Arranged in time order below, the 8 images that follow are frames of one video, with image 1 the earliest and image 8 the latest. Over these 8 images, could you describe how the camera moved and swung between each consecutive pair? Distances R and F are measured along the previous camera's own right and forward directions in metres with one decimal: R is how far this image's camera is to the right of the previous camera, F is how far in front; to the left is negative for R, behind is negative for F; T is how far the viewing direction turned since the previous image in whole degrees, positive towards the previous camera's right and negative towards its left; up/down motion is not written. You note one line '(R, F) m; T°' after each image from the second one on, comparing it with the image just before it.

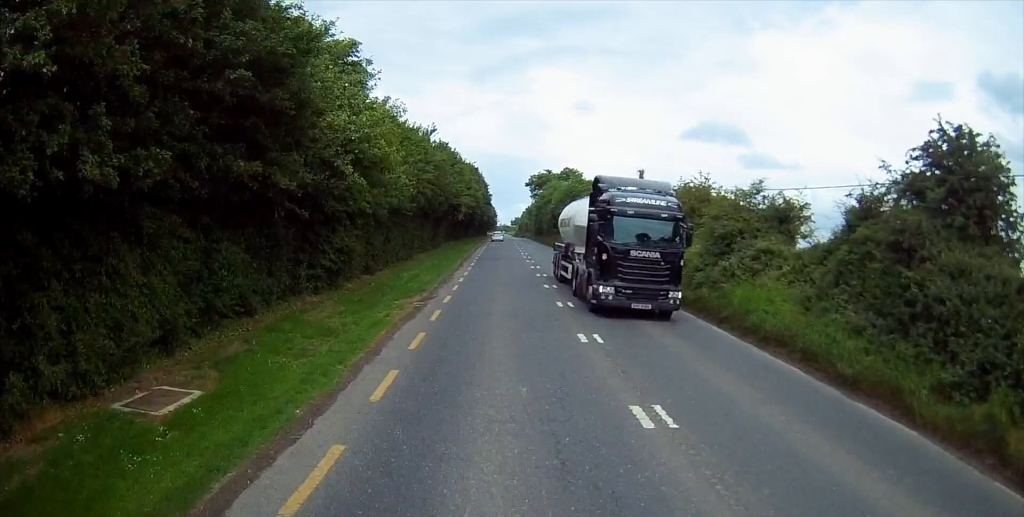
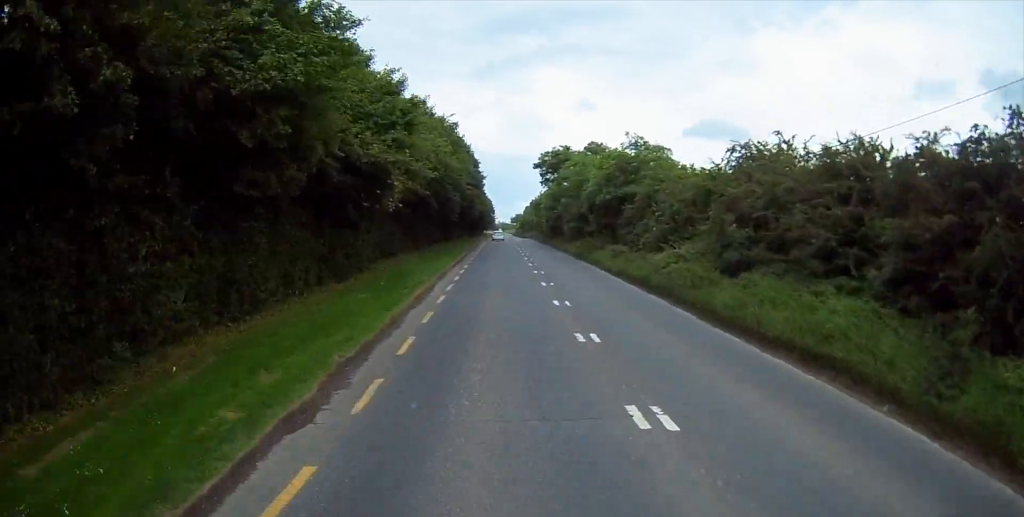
(+0.8, +34.9) m; +1°
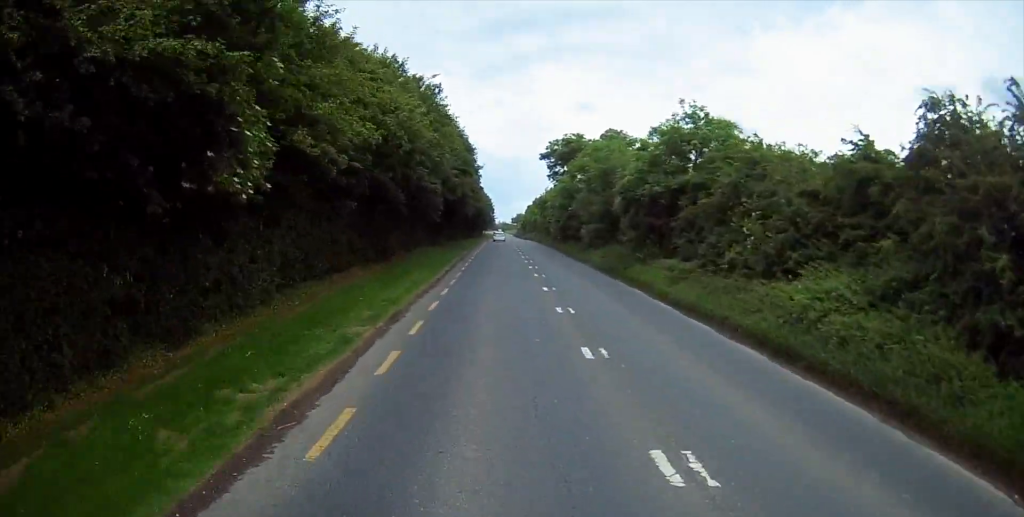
(-0.3, +13.3) m; 0°
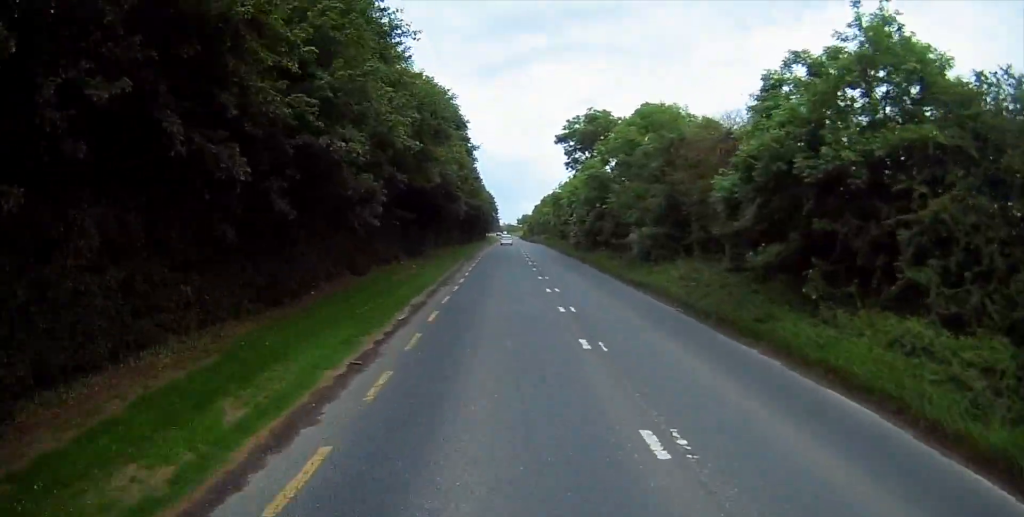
(0.0, +17.0) m; 0°
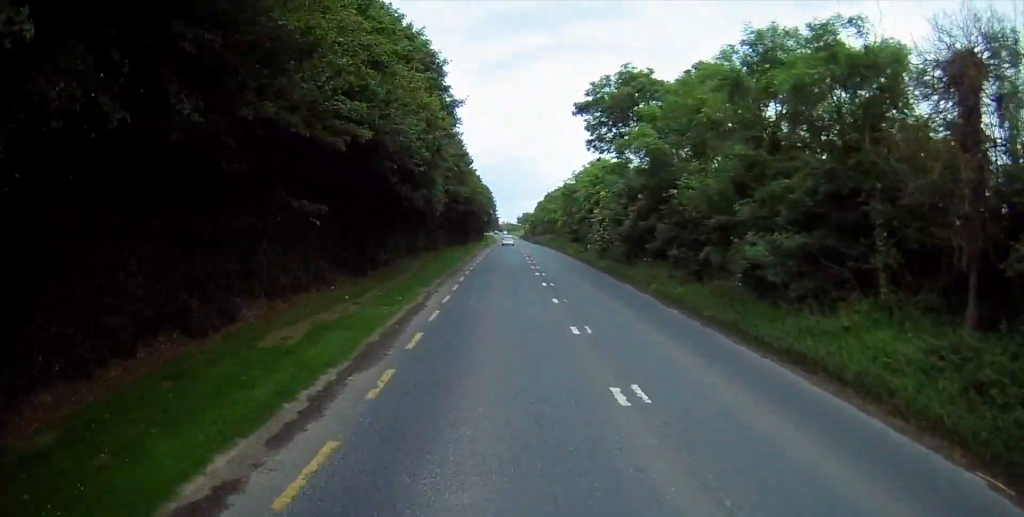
(+0.1, +15.7) m; 0°
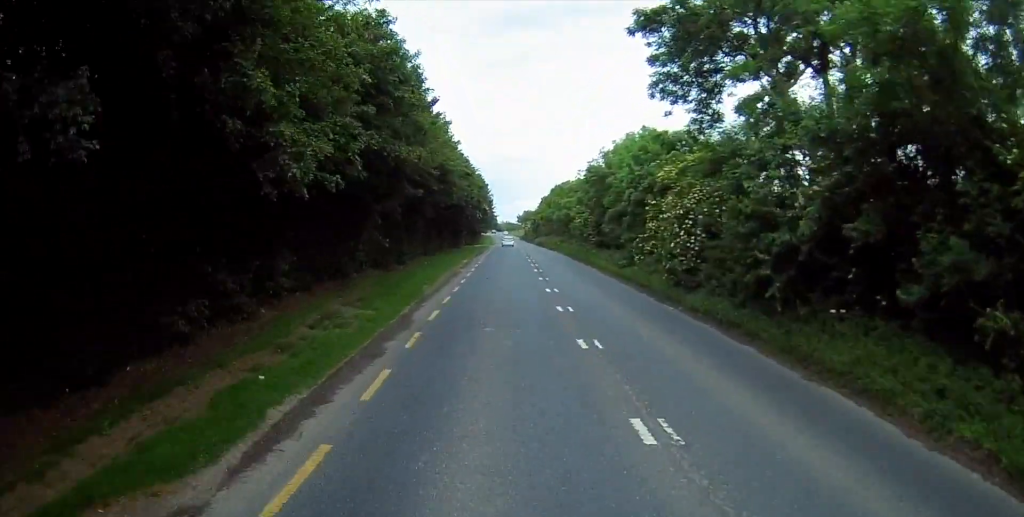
(-0.1, +20.0) m; 0°
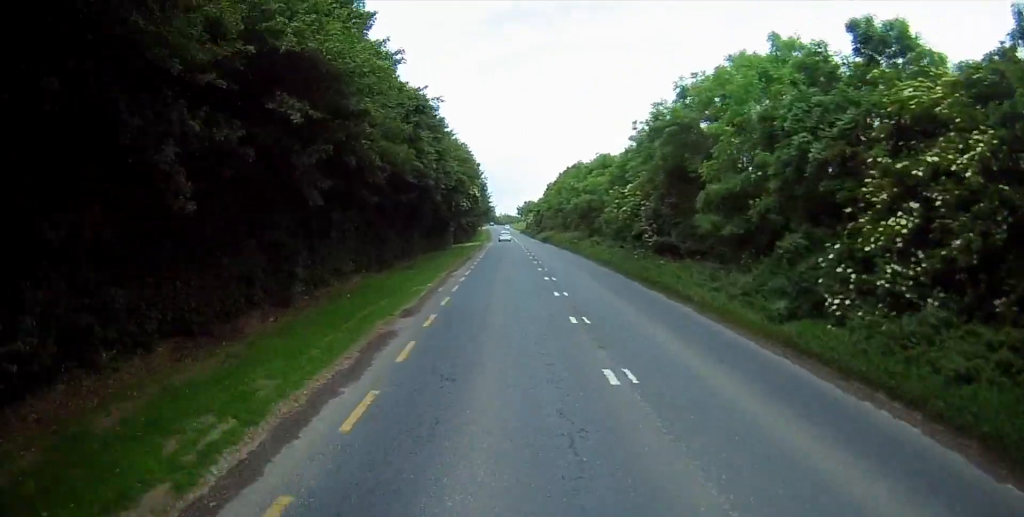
(-0.1, +21.1) m; 0°
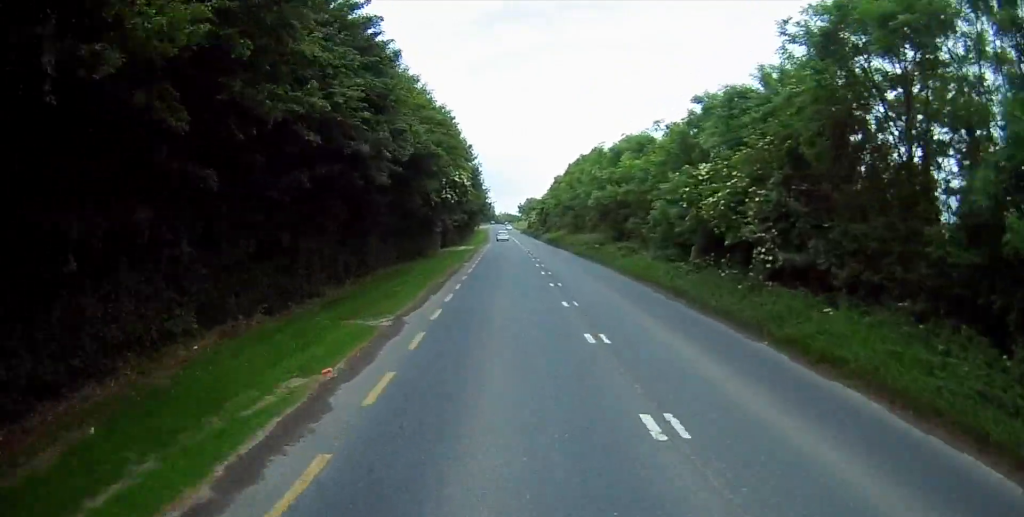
(+0.2, +14.7) m; 0°
